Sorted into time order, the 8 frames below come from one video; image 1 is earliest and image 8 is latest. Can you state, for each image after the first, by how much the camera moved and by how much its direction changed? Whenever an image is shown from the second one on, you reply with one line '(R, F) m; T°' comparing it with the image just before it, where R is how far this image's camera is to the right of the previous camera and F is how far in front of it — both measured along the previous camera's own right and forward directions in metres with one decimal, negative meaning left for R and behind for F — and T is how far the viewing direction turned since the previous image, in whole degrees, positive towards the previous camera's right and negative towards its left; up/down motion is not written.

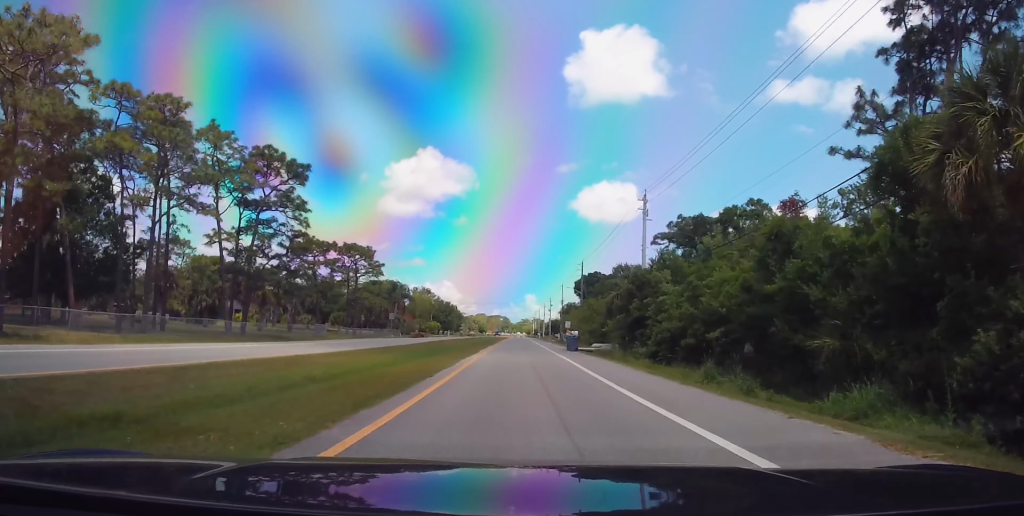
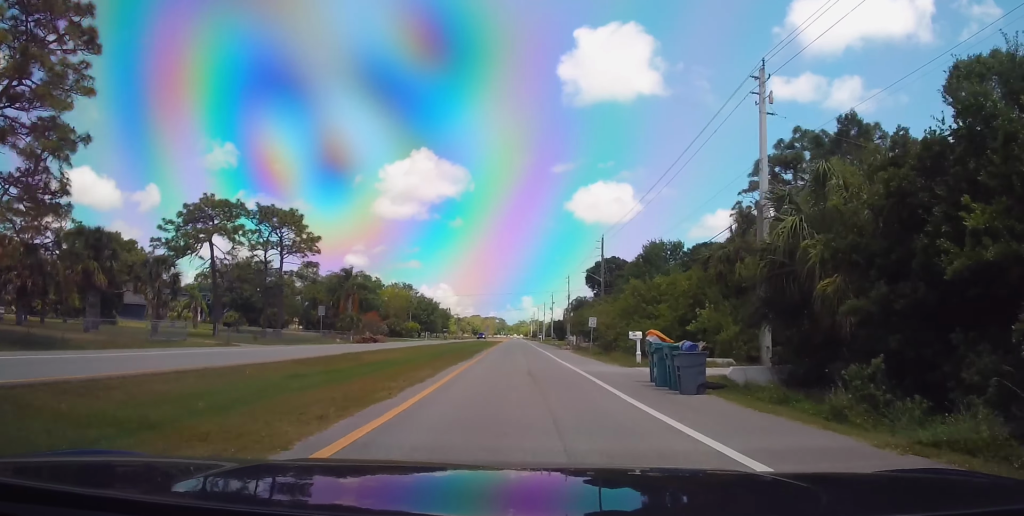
(0.0, +29.0) m; 0°
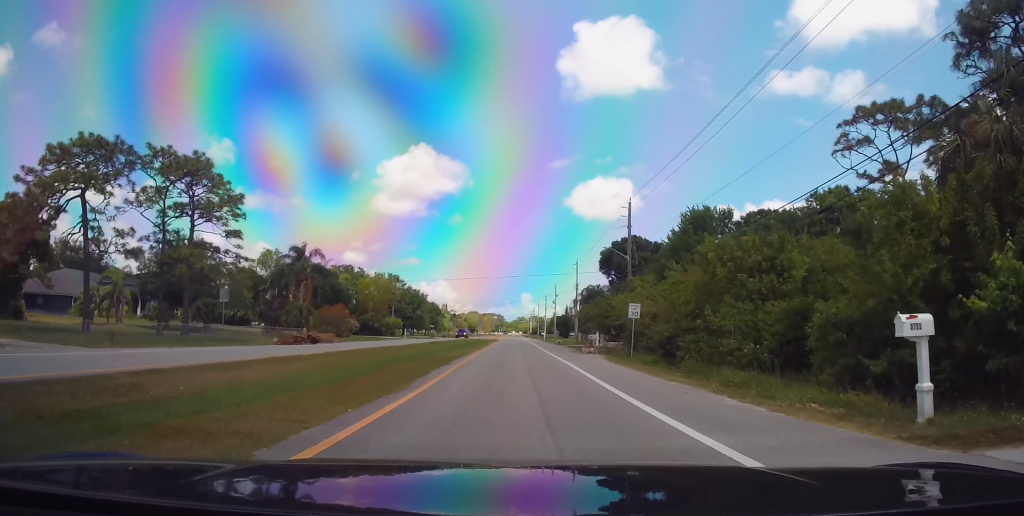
(0.0, +18.9) m; 0°
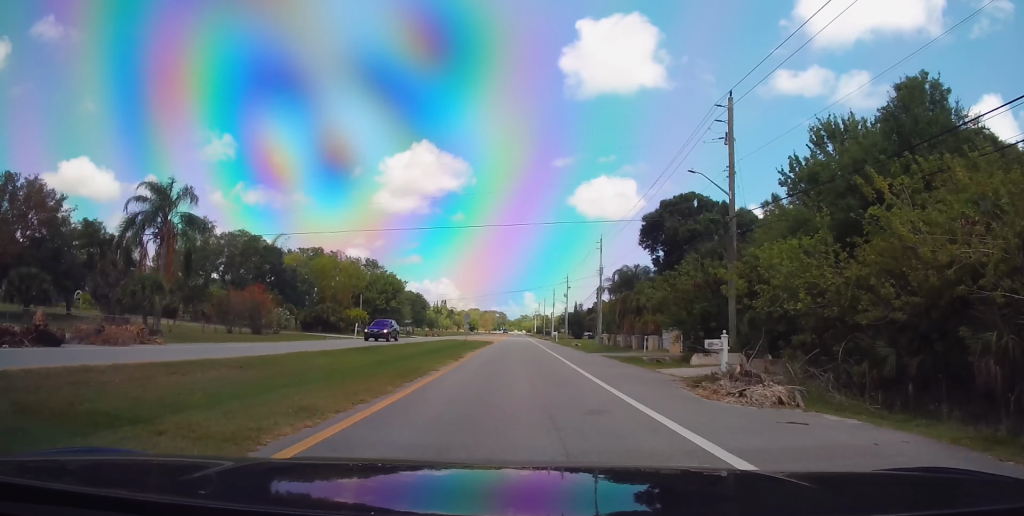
(0.0, +27.7) m; 0°
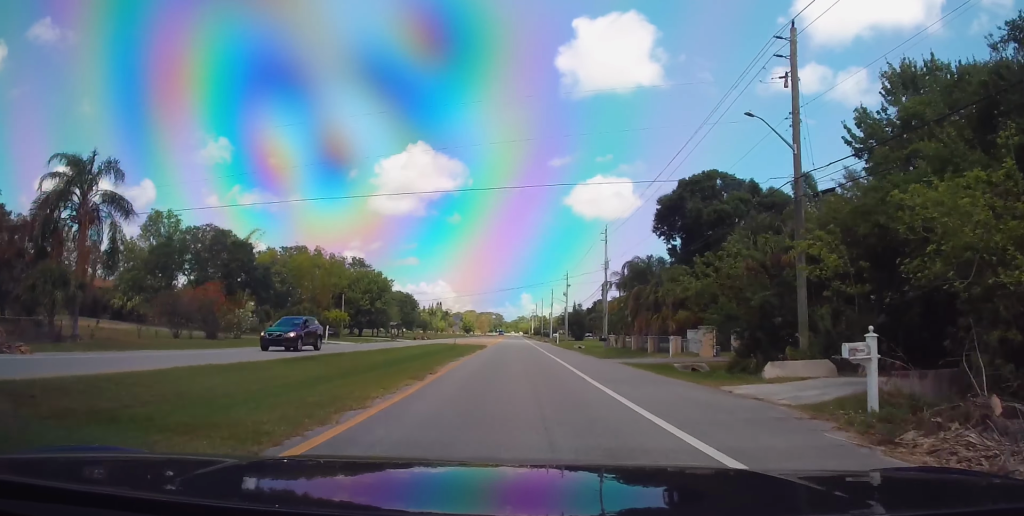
(0.0, +8.1) m; 0°
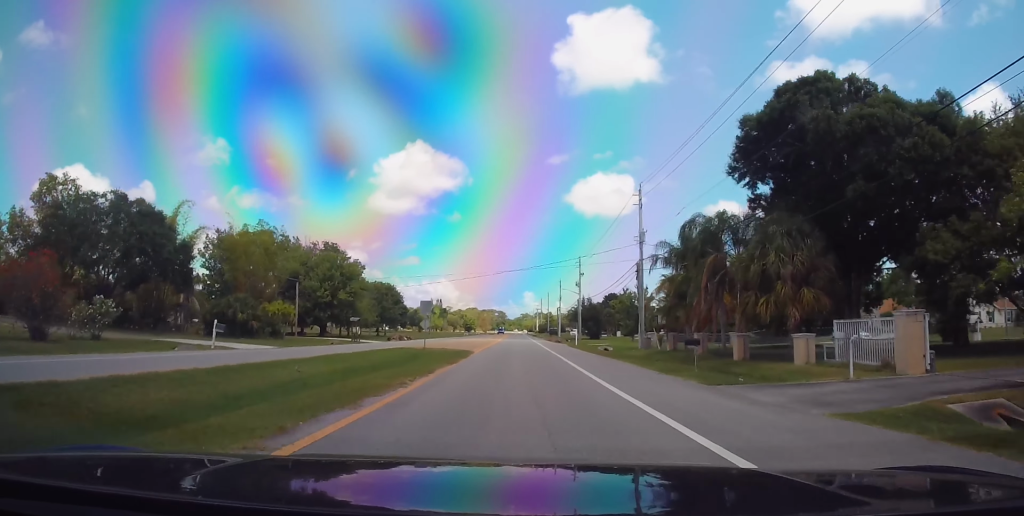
(0.0, +19.8) m; 0°
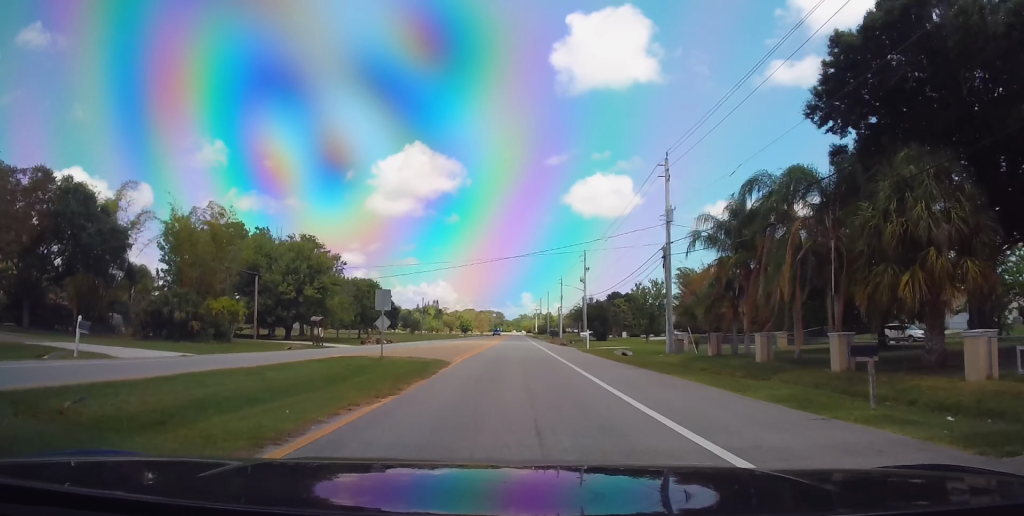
(0.0, +10.5) m; 0°
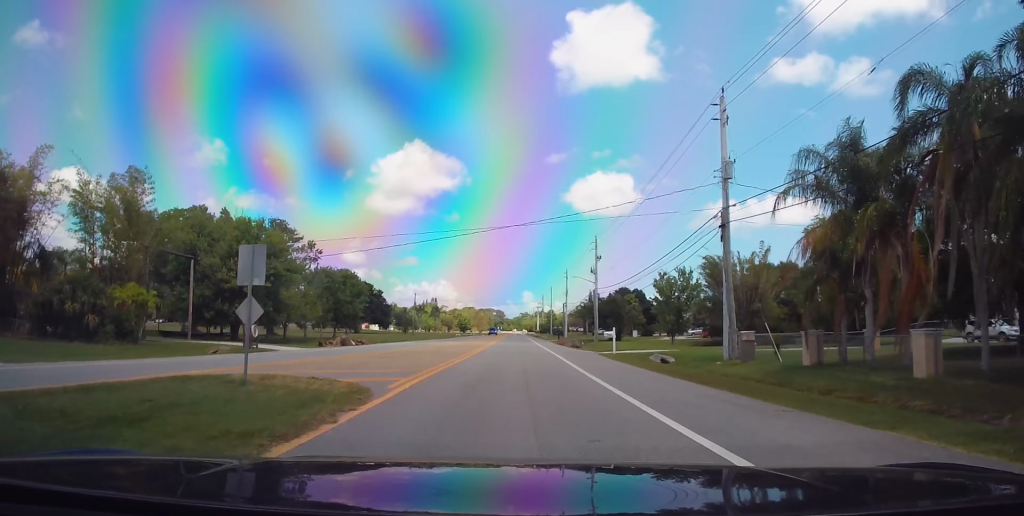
(0.0, +12.3) m; 0°
